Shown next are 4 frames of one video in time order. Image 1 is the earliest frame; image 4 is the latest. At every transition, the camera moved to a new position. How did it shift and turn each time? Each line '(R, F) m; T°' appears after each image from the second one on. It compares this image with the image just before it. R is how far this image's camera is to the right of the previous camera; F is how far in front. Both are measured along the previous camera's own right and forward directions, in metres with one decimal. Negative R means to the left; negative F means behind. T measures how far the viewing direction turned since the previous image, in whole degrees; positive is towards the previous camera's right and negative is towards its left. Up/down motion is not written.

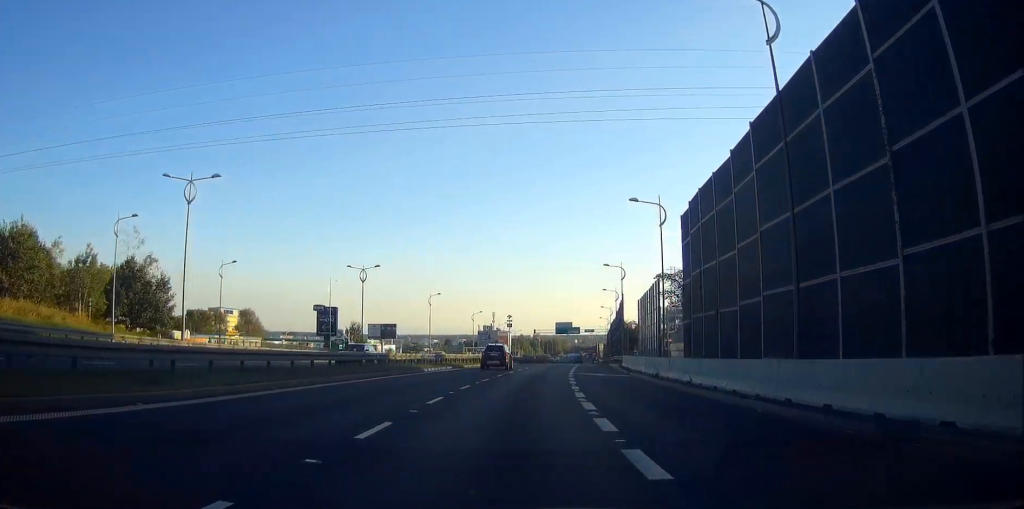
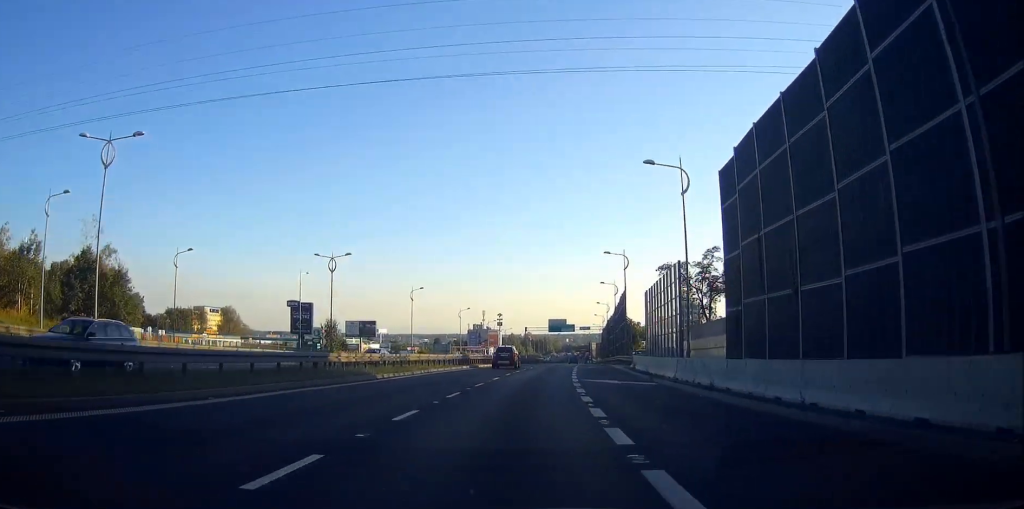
(0.0, +9.5) m; +1°
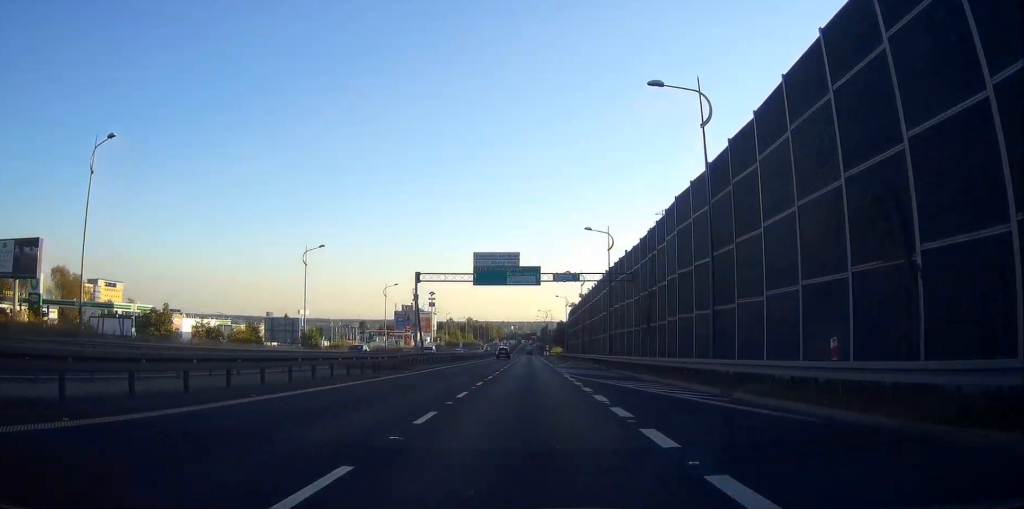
(+3.3, +73.1) m; +4°
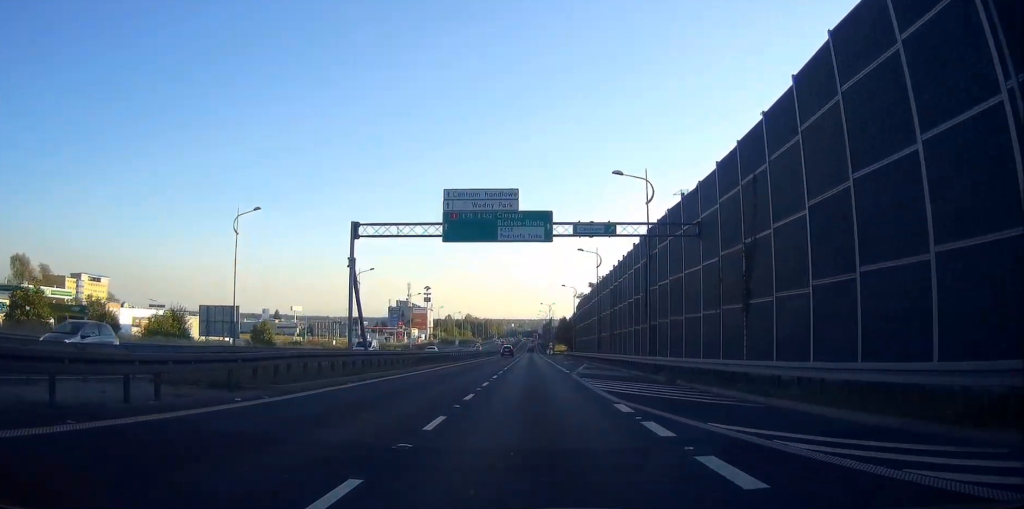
(0.0, +18.7) m; 0°
